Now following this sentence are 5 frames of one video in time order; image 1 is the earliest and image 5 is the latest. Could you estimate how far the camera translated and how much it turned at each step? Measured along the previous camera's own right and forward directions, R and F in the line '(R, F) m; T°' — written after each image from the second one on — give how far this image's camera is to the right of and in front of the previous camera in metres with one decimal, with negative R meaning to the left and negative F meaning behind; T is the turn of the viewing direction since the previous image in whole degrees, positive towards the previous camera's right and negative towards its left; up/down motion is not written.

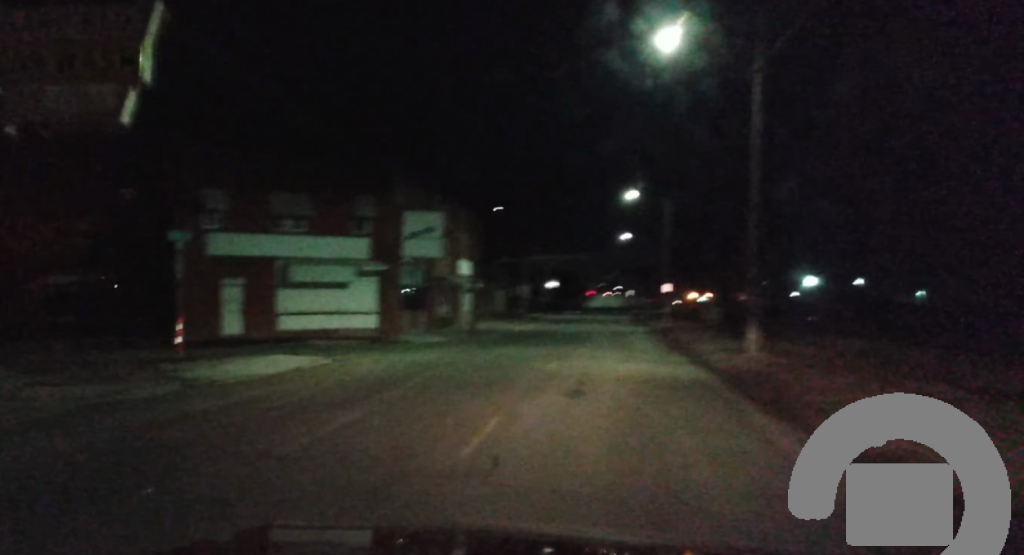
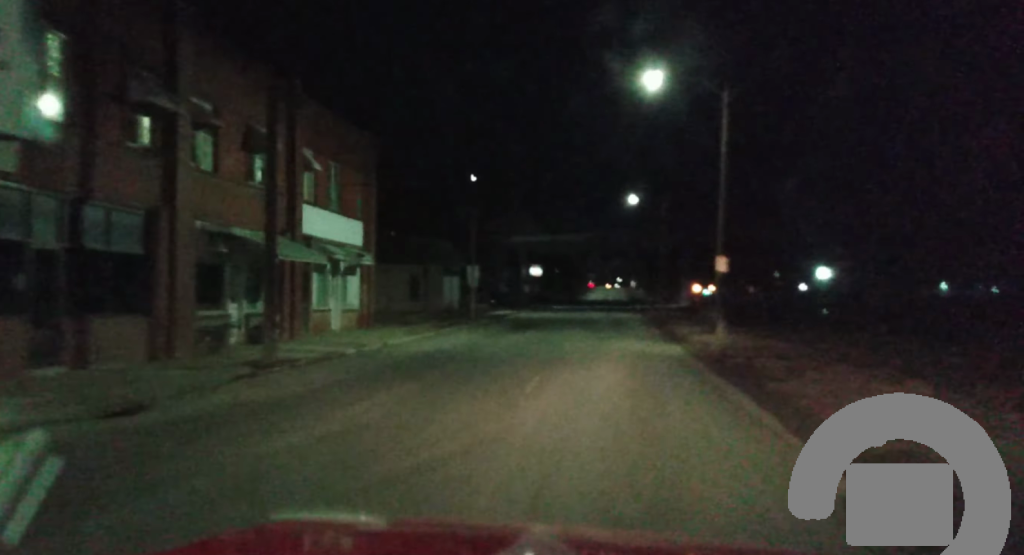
(+0.1, +30.9) m; 0°
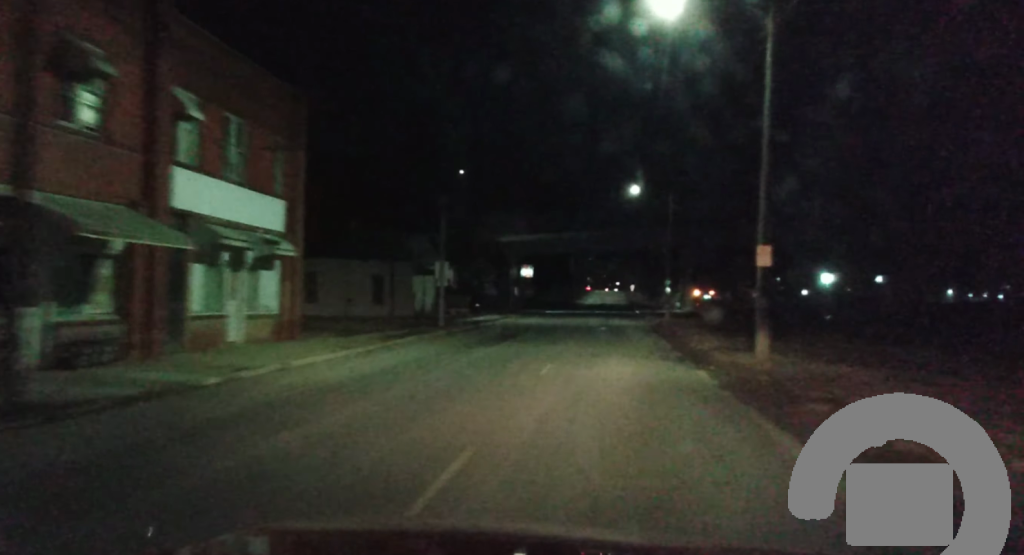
(-0.1, +9.1) m; 0°
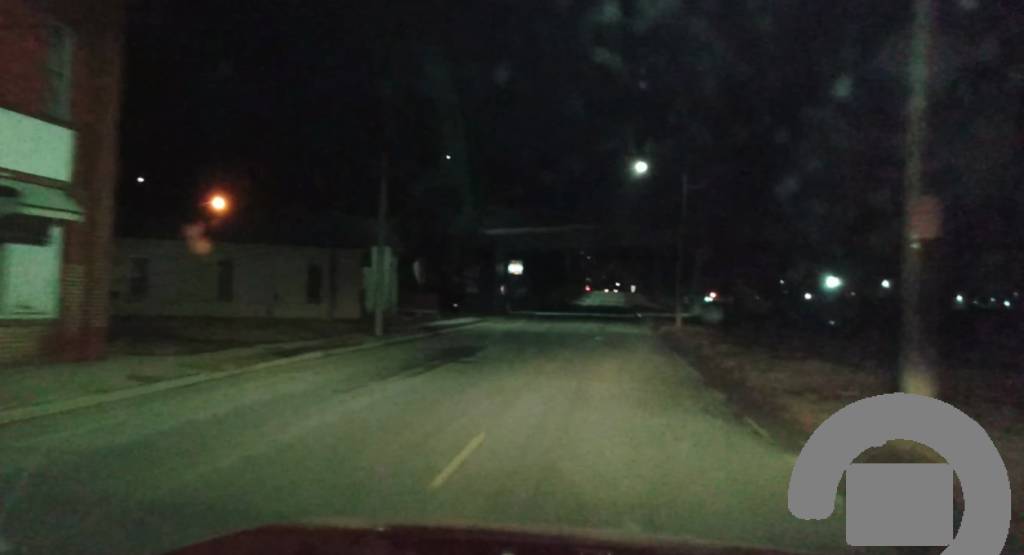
(+0.1, +11.2) m; 0°
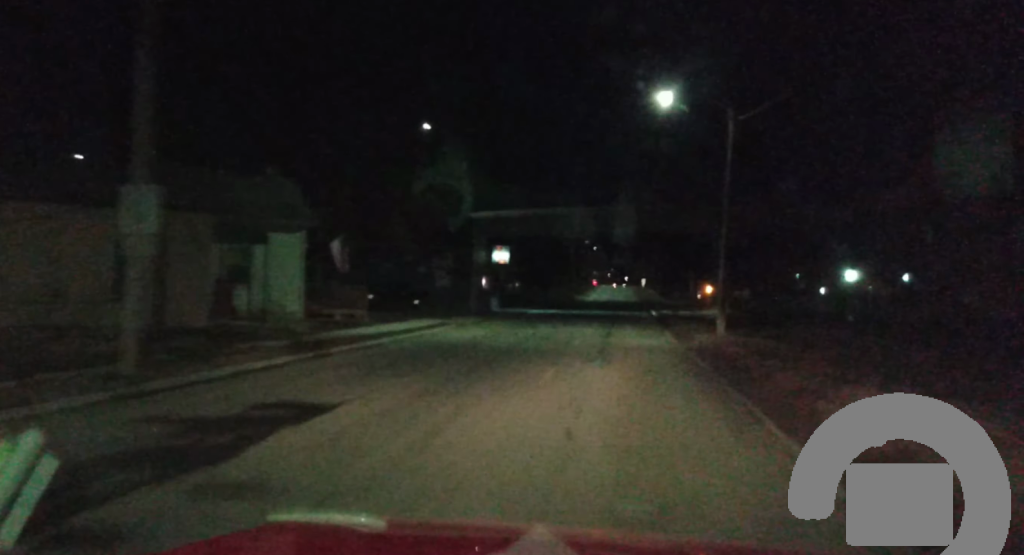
(-0.2, +15.9) m; -1°
